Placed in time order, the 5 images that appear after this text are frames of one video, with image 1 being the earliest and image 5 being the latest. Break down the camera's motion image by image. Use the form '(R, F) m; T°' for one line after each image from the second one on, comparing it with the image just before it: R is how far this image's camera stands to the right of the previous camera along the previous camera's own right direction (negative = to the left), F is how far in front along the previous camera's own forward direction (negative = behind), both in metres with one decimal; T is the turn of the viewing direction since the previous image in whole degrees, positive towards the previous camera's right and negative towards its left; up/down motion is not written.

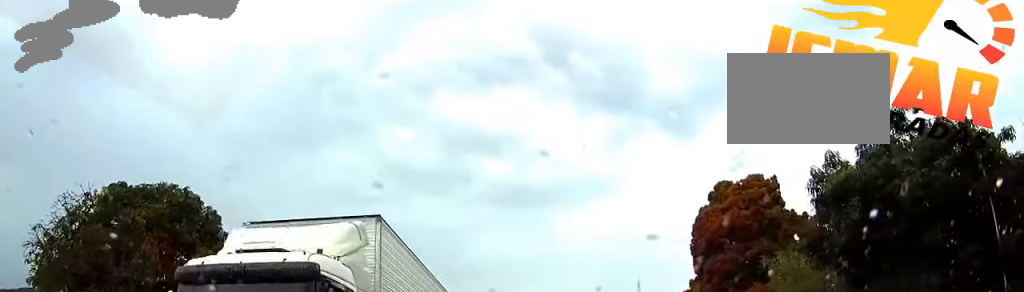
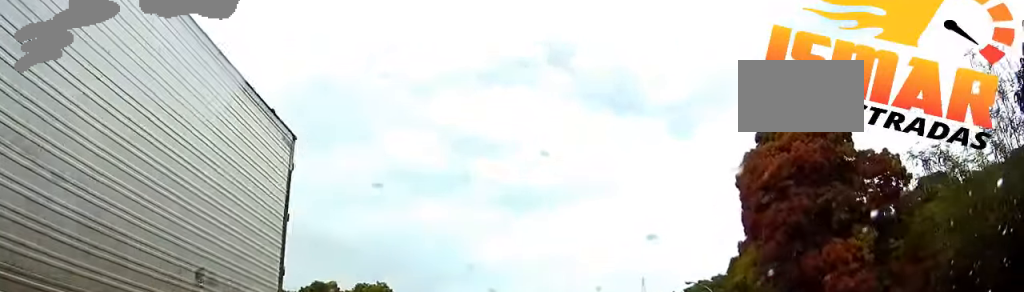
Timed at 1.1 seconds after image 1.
(0.0, +11.7) m; -1°
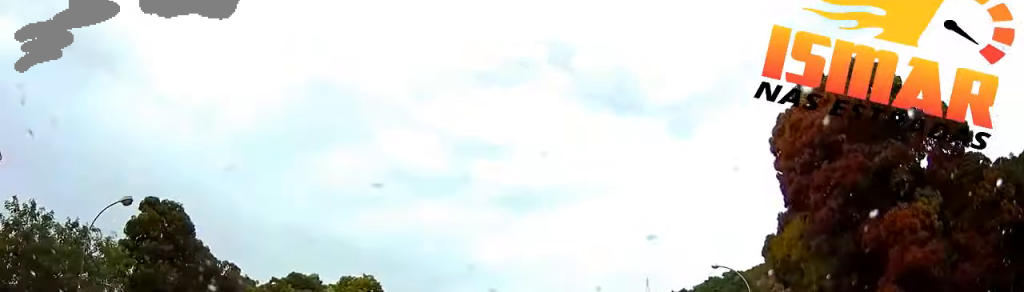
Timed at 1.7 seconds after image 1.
(-0.1, +6.1) m; -1°
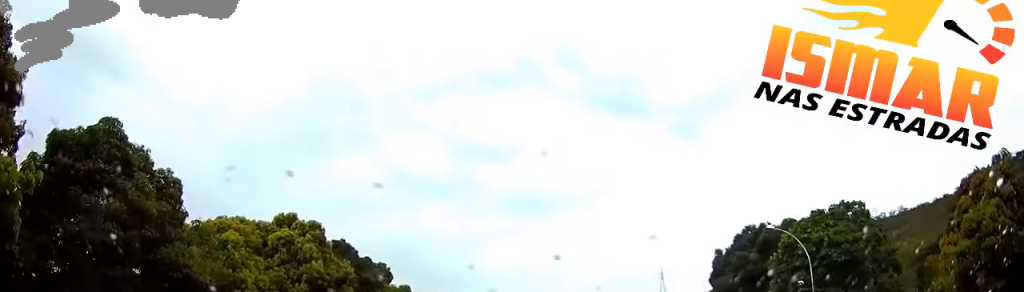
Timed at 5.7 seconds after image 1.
(-0.8, +46.9) m; -1°
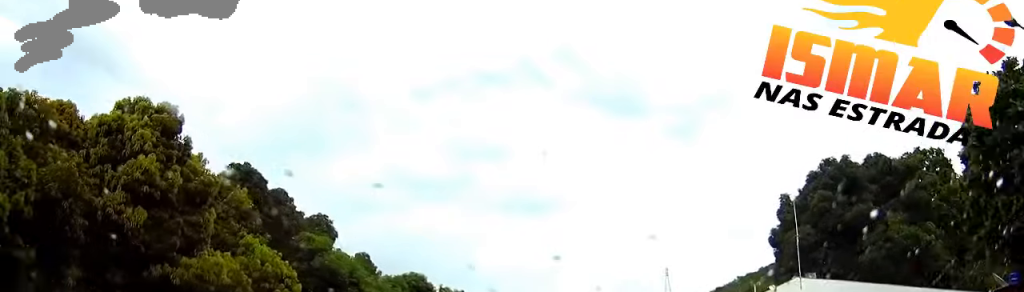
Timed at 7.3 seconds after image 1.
(+0.1, +18.4) m; 0°
